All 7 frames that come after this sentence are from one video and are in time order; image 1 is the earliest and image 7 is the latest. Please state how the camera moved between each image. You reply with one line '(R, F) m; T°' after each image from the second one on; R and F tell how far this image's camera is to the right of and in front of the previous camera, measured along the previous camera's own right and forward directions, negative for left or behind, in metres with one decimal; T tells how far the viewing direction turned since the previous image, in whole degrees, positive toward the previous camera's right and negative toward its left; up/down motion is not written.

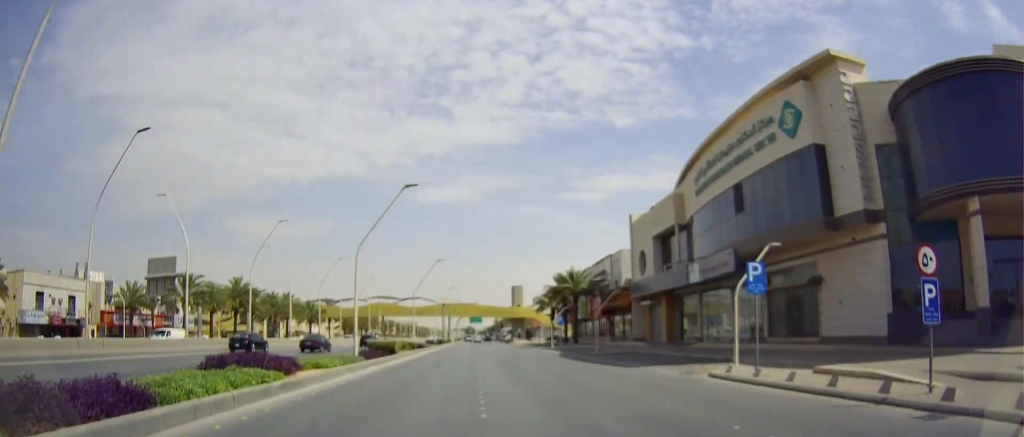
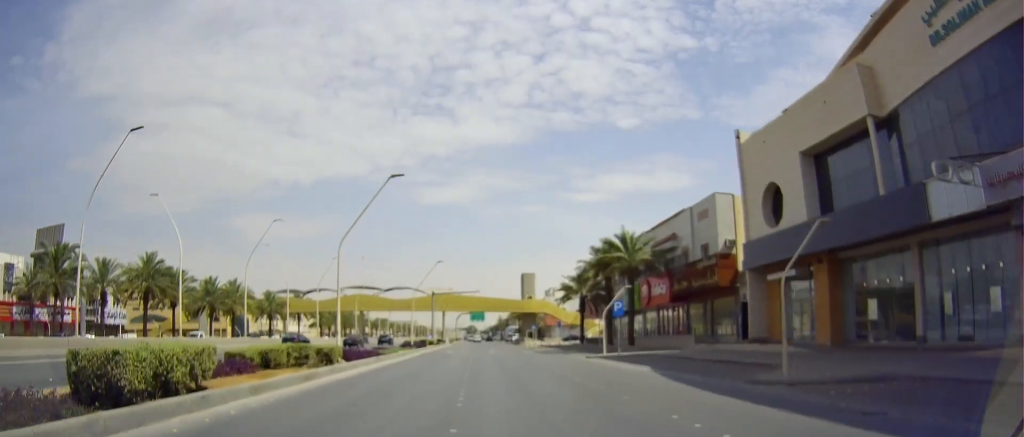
(+0.3, +26.1) m; 0°
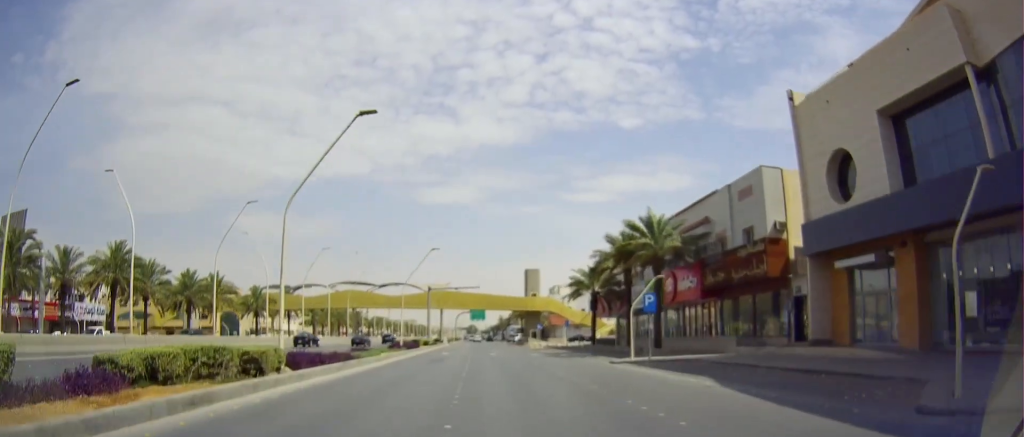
(-0.3, +6.7) m; 0°
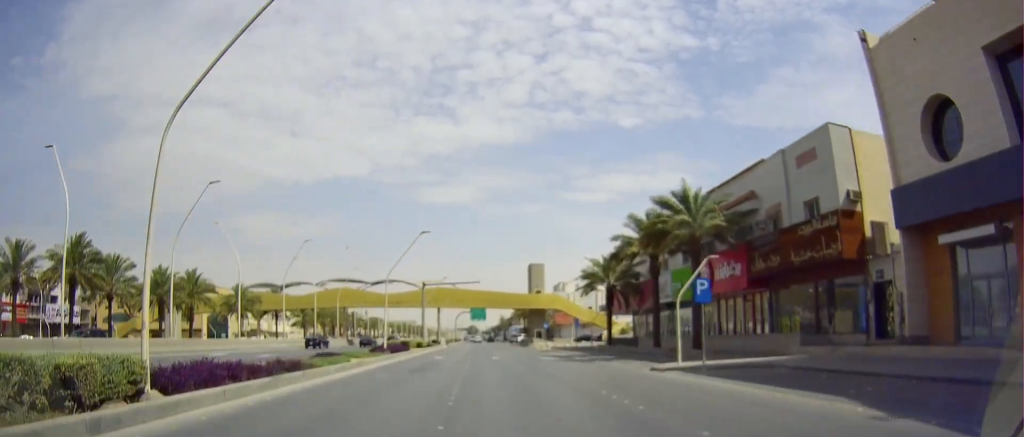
(-0.3, +7.3) m; 0°
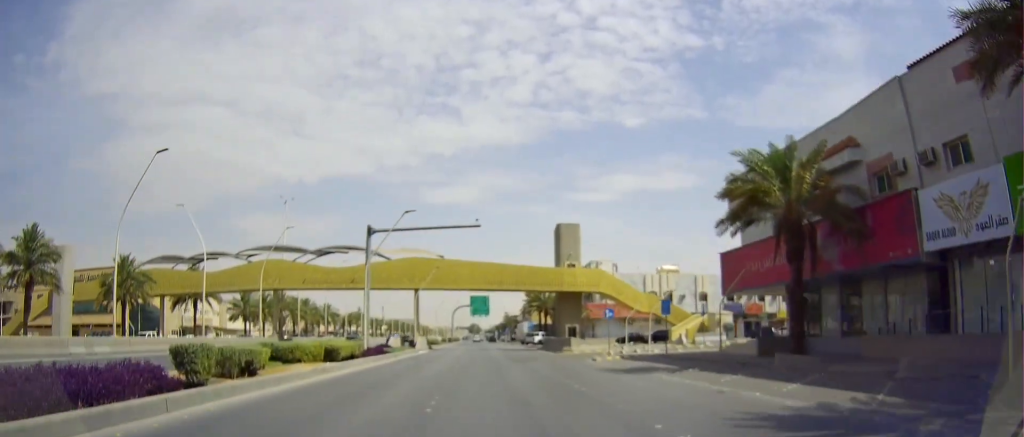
(+0.8, +32.4) m; 0°
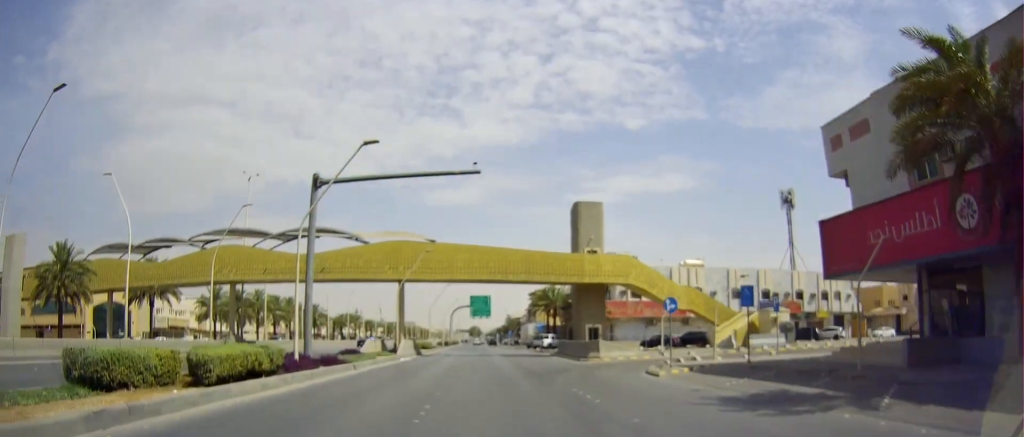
(-0.3, +11.4) m; +1°
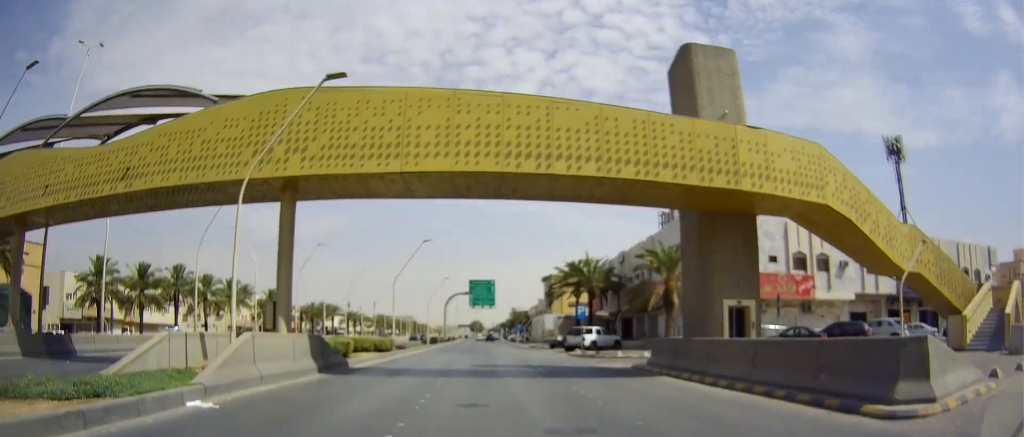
(-0.1, +28.1) m; -1°
